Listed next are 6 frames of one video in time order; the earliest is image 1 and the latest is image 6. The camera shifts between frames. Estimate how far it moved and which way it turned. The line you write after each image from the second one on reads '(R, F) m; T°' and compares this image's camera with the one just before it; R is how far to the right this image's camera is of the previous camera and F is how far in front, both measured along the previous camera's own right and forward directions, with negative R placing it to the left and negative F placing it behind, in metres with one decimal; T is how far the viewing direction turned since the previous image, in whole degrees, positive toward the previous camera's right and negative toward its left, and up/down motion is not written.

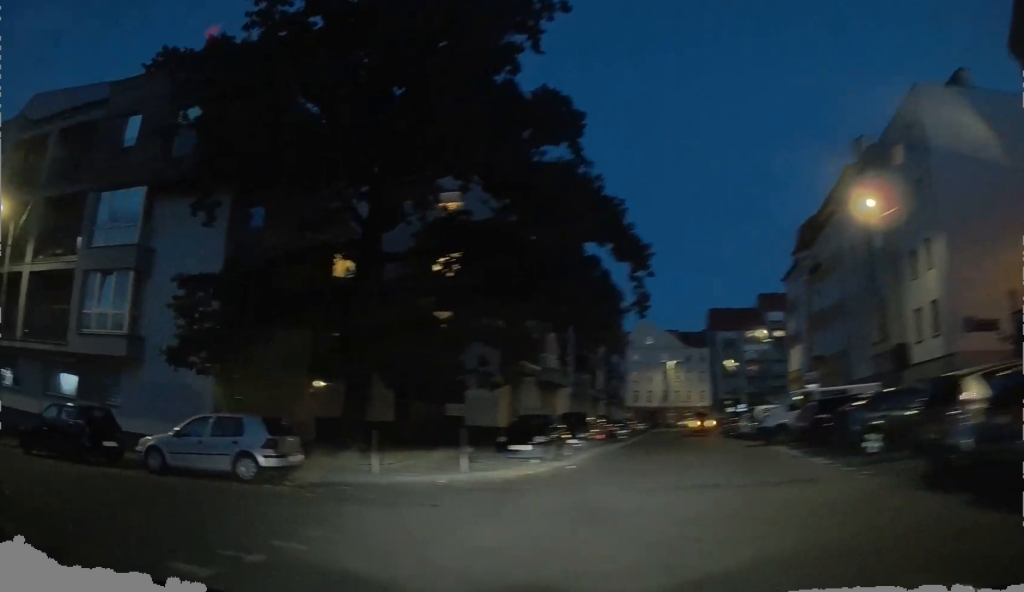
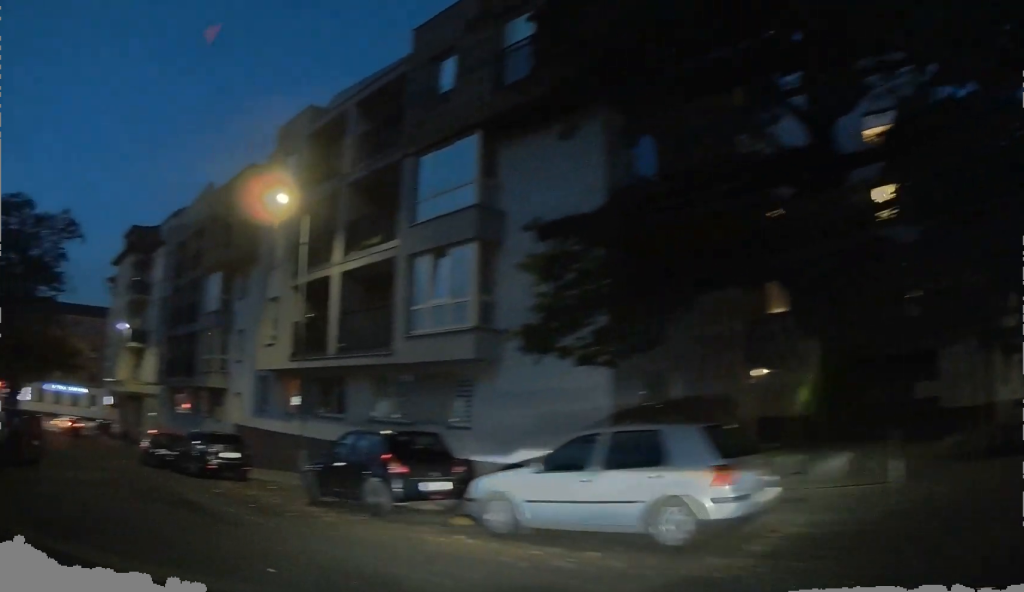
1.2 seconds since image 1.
(-1.7, +6.5) m; -35°
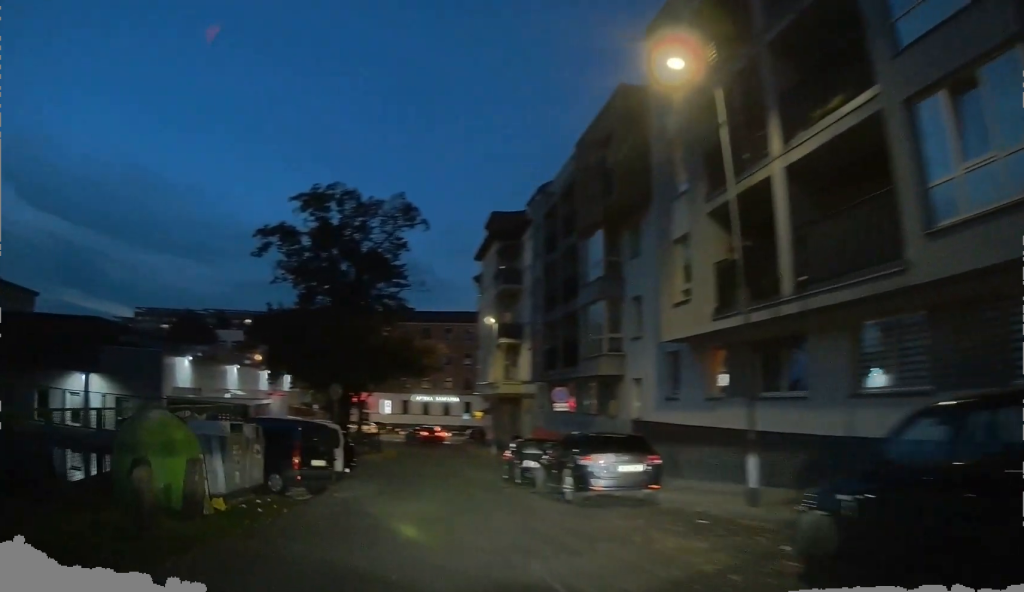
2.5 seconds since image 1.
(-2.0, +6.5) m; -28°
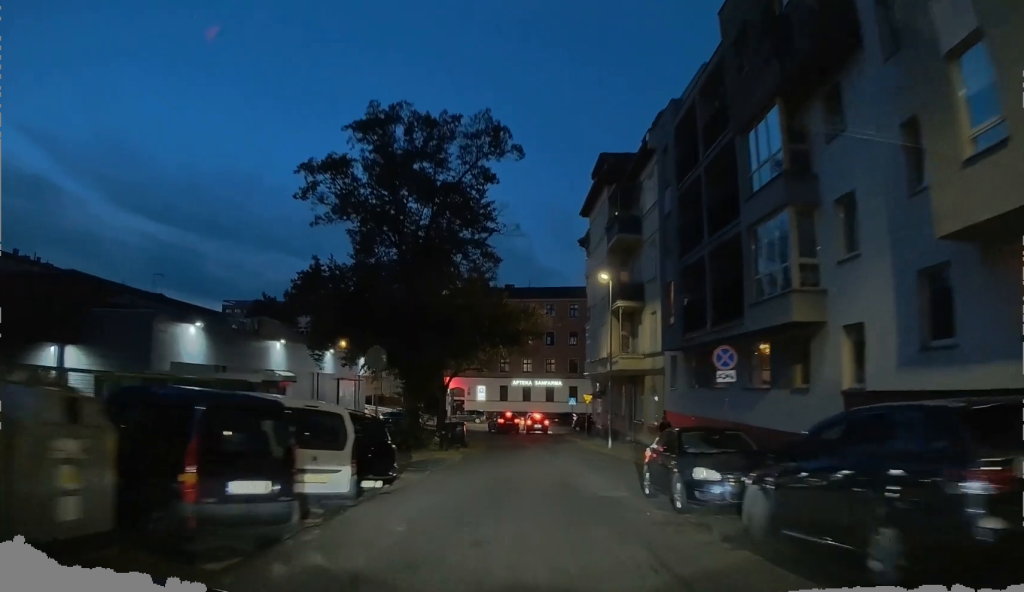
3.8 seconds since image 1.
(-0.9, +8.0) m; -10°
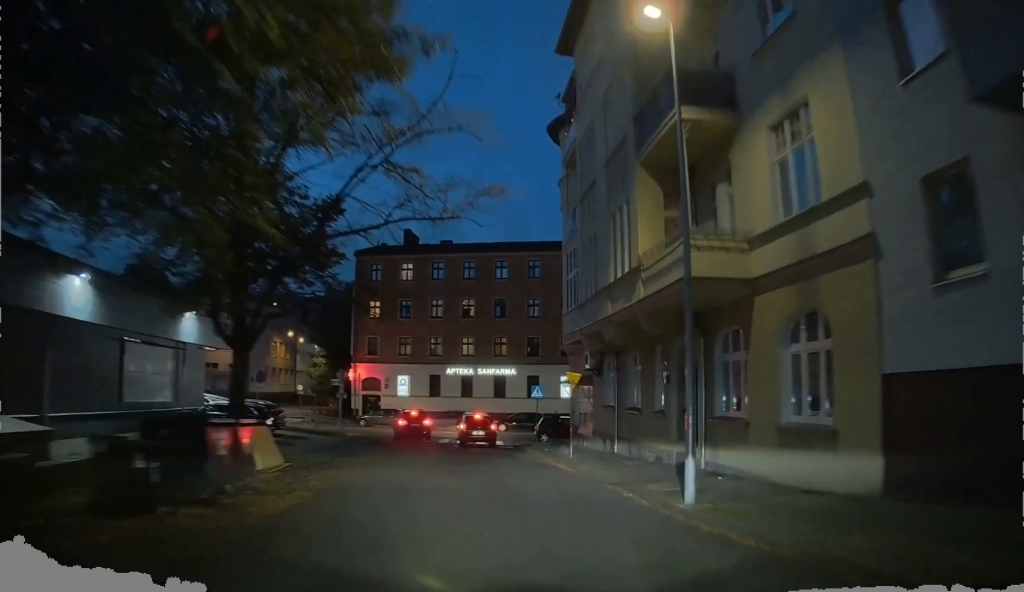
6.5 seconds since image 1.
(-1.0, +21.8) m; -4°
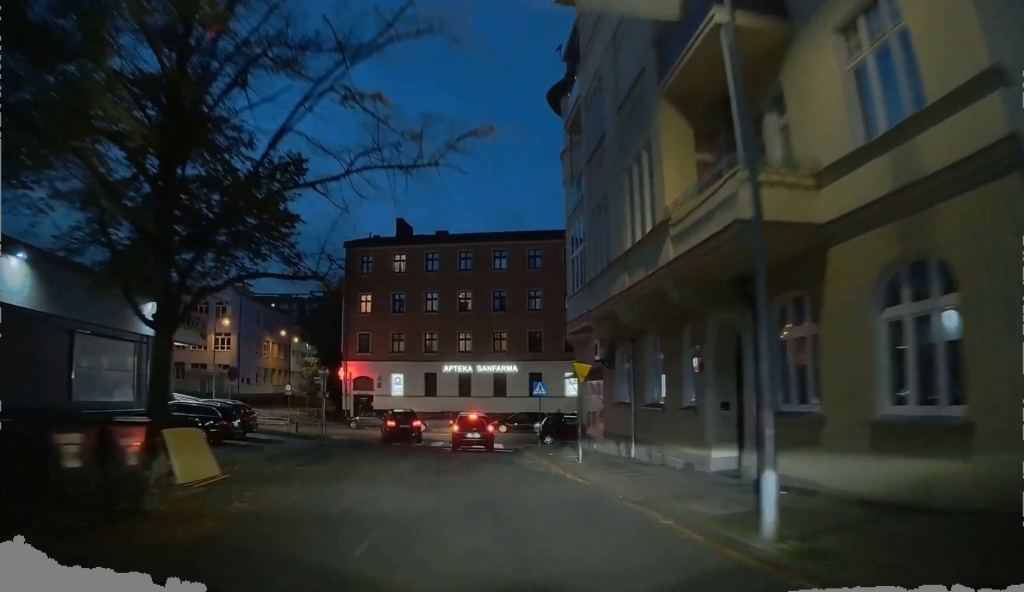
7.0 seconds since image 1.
(0.0, +3.9) m; -1°
